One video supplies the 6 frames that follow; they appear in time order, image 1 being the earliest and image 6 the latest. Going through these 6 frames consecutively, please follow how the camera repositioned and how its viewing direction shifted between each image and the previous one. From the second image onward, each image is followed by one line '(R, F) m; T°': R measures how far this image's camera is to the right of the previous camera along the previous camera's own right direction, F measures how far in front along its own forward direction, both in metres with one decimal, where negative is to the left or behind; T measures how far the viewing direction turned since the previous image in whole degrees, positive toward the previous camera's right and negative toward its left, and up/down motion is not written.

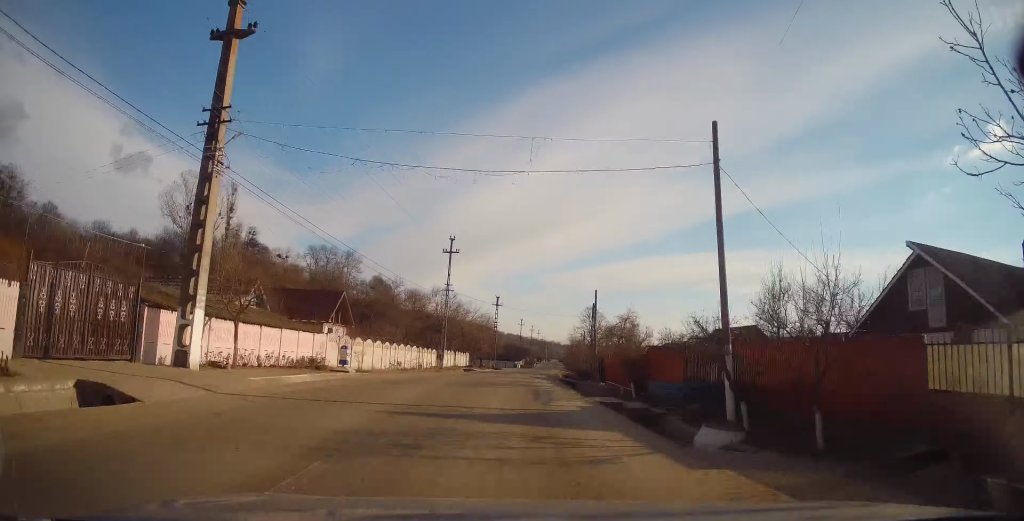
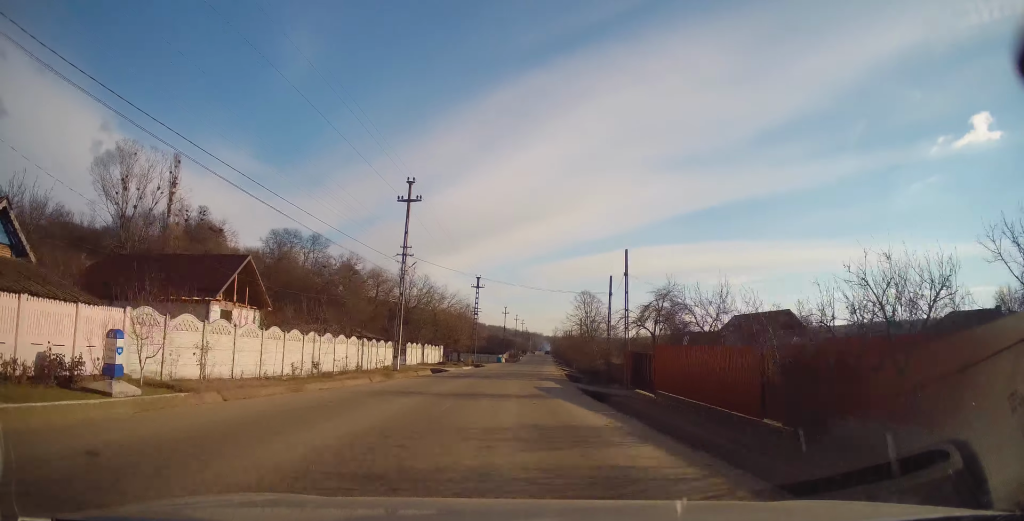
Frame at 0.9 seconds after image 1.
(+0.1, +15.9) m; +1°
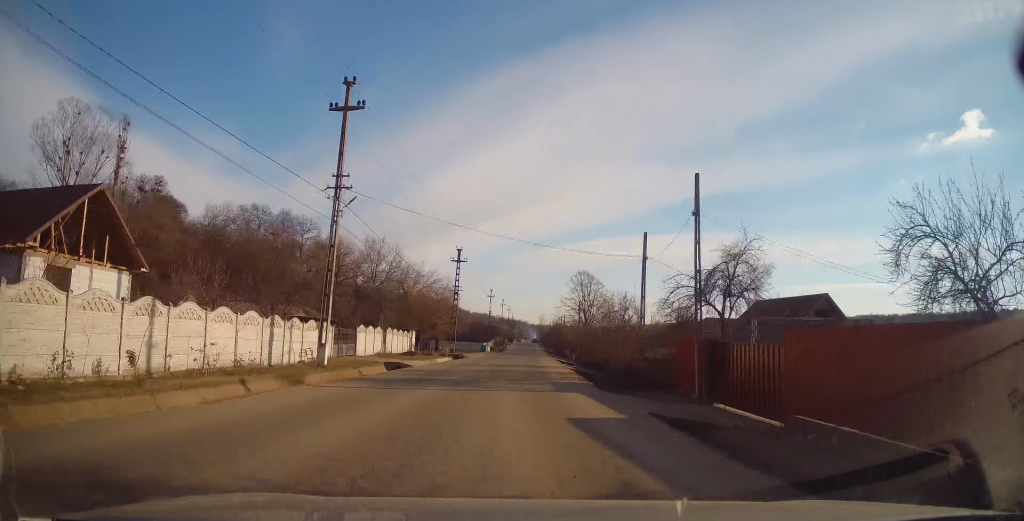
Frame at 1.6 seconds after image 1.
(0.0, +12.3) m; +1°
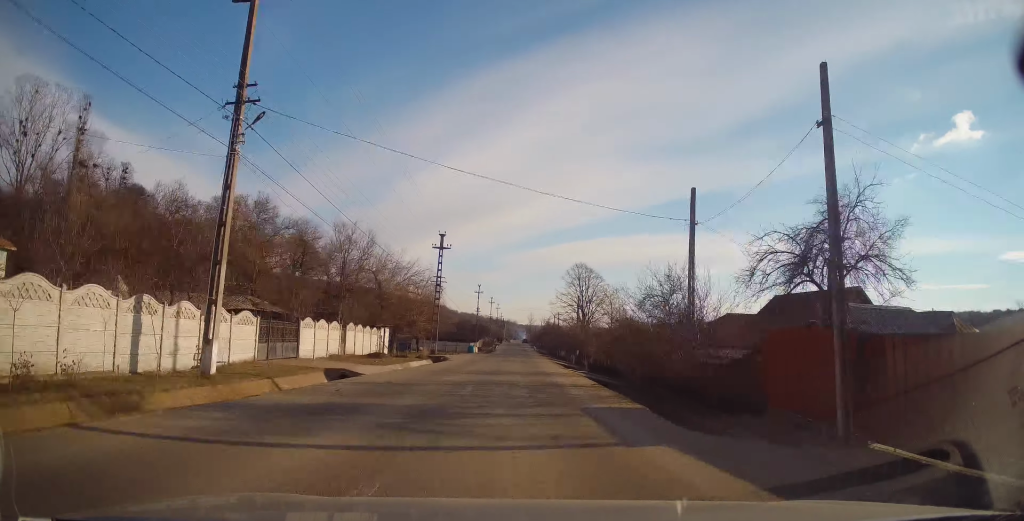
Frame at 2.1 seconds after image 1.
(+0.1, +8.8) m; +1°
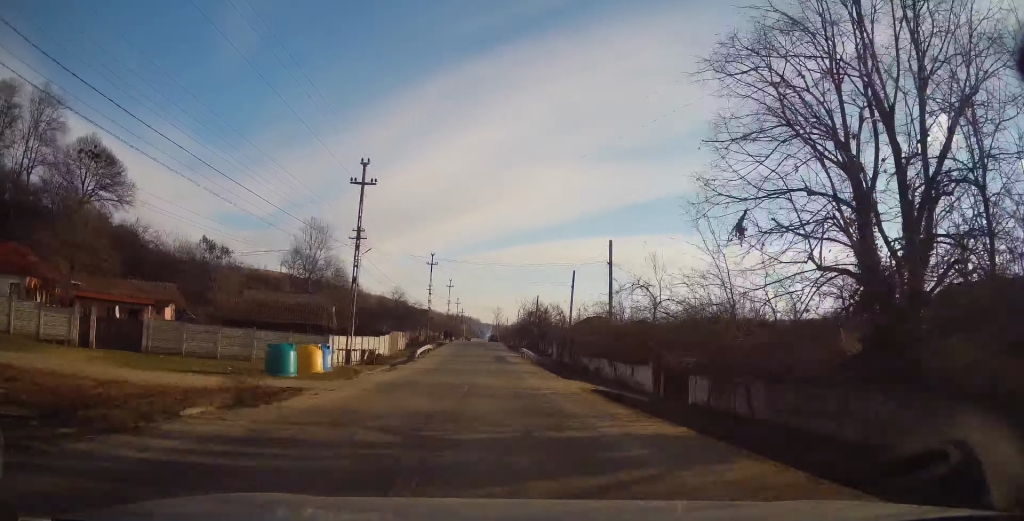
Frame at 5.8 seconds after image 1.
(+3.7, +67.5) m; +3°
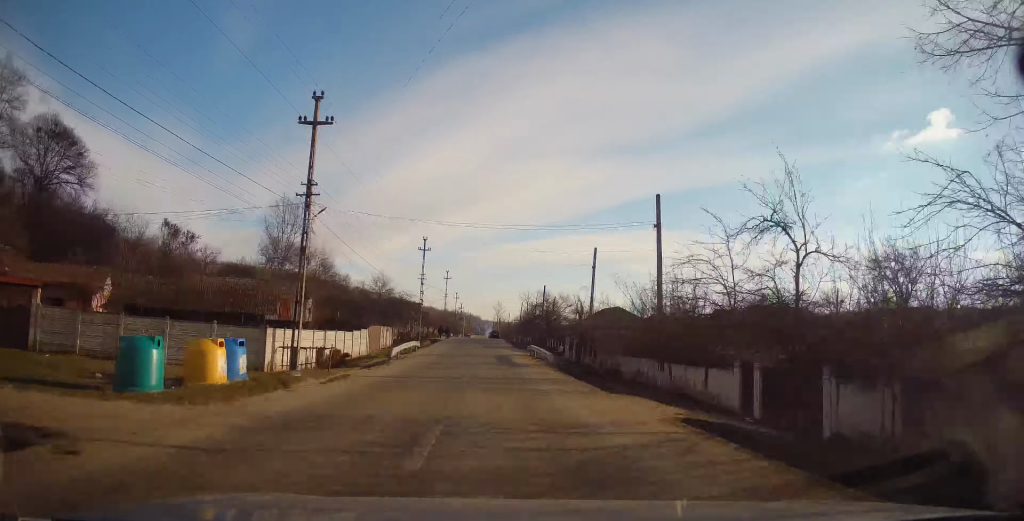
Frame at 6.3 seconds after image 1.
(+0.1, +9.3) m; +1°
